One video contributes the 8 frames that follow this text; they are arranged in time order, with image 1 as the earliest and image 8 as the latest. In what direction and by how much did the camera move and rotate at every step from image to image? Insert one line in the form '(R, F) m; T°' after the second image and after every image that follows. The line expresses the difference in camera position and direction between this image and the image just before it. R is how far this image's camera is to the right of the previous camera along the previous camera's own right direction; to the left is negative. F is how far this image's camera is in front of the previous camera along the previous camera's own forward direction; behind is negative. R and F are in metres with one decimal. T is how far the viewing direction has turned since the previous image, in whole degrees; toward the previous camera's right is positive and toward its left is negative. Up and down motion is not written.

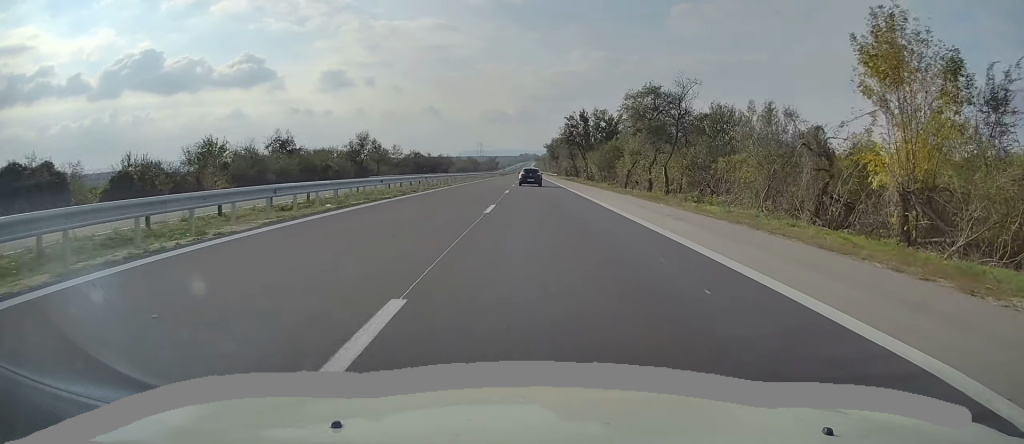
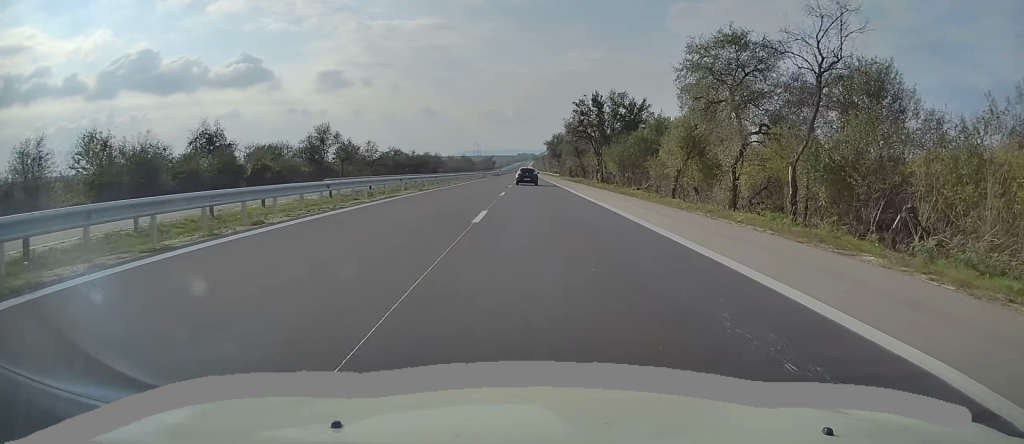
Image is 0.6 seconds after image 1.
(+0.3, +19.2) m; 0°
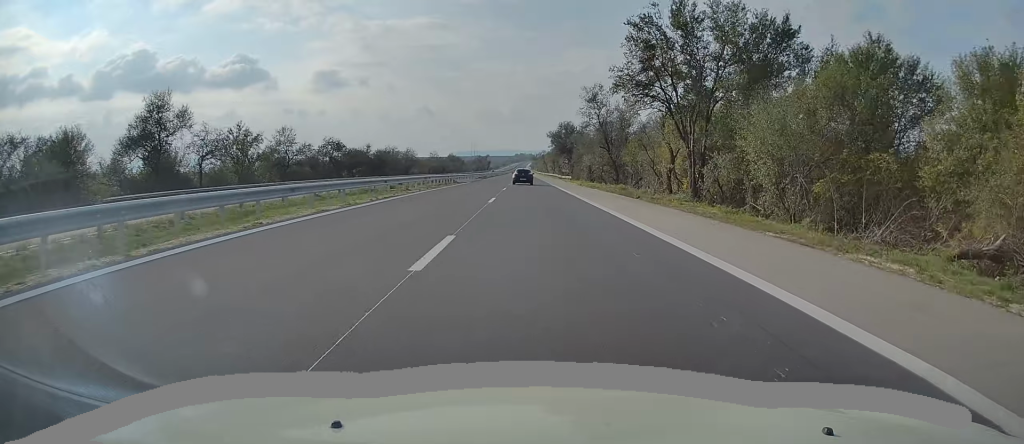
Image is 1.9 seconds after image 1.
(-0.3, +38.5) m; 0°
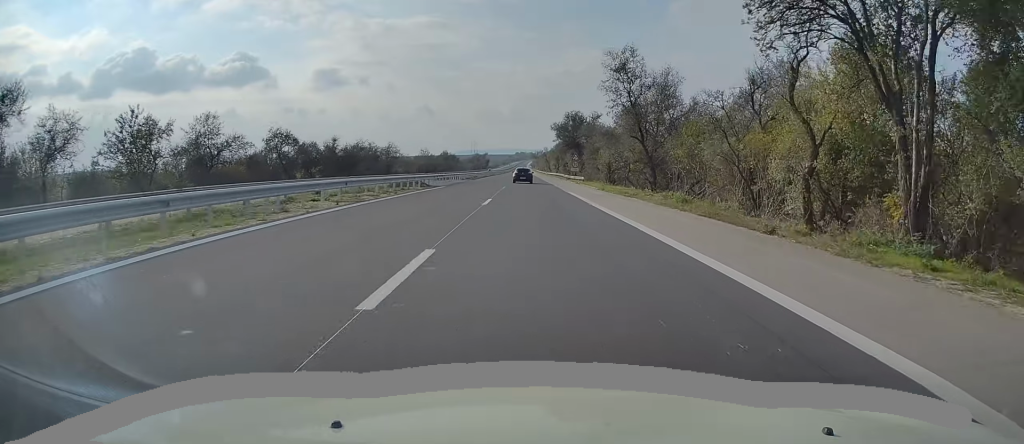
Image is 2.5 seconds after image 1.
(+0.3, +18.4) m; 0°
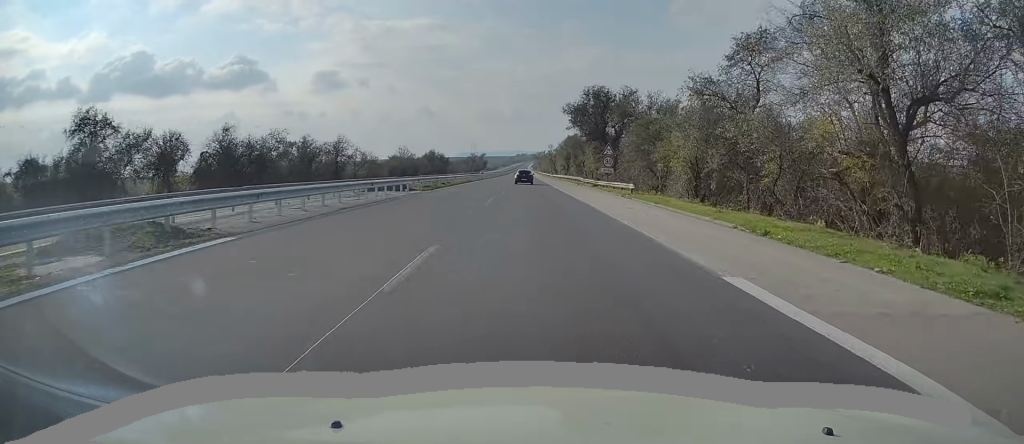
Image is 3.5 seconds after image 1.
(+0.2, +31.6) m; 0°
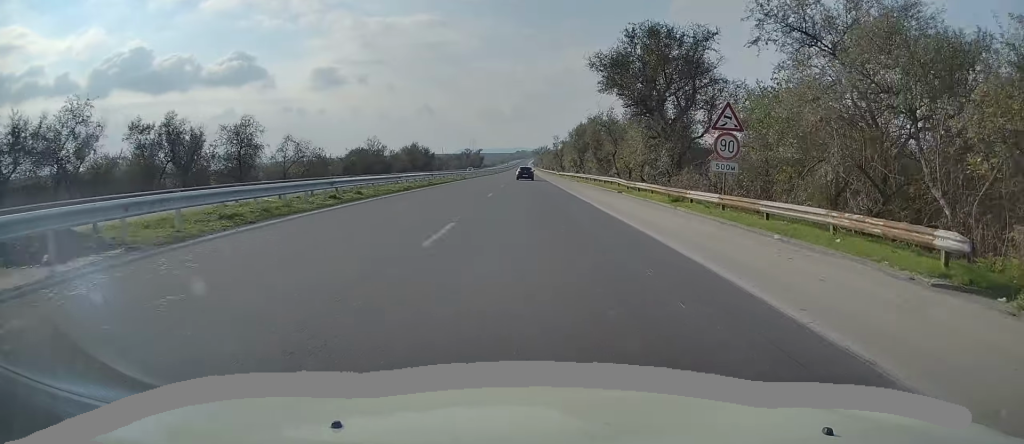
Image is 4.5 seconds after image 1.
(-0.2, +29.4) m; 0°
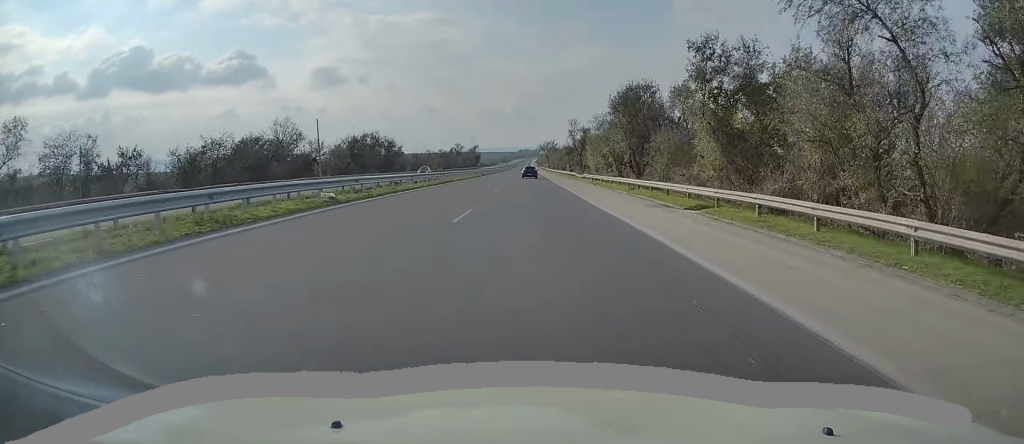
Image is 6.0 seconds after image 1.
(+0.2, +44.9) m; +1°
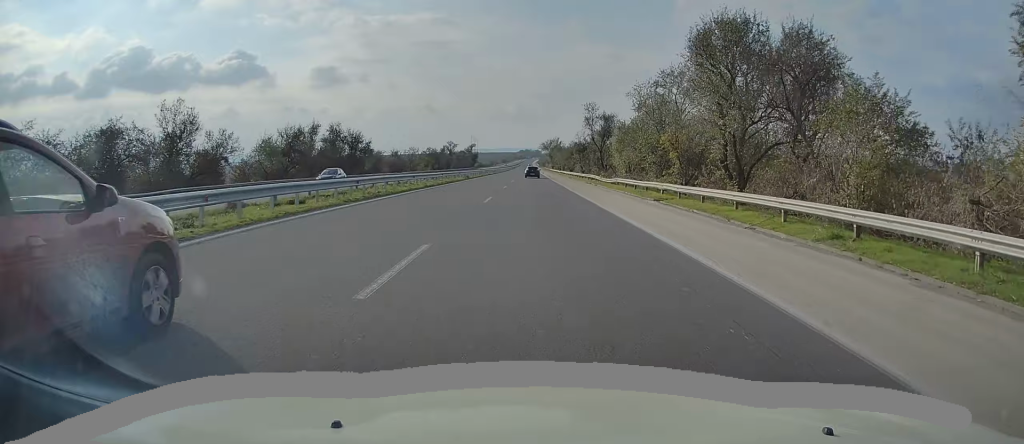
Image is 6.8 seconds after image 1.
(0.0, +24.3) m; -1°
